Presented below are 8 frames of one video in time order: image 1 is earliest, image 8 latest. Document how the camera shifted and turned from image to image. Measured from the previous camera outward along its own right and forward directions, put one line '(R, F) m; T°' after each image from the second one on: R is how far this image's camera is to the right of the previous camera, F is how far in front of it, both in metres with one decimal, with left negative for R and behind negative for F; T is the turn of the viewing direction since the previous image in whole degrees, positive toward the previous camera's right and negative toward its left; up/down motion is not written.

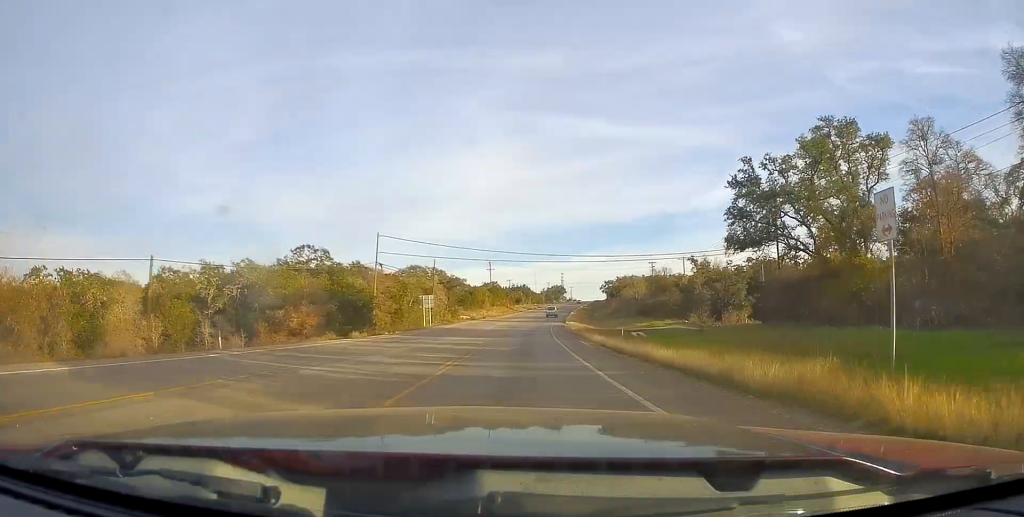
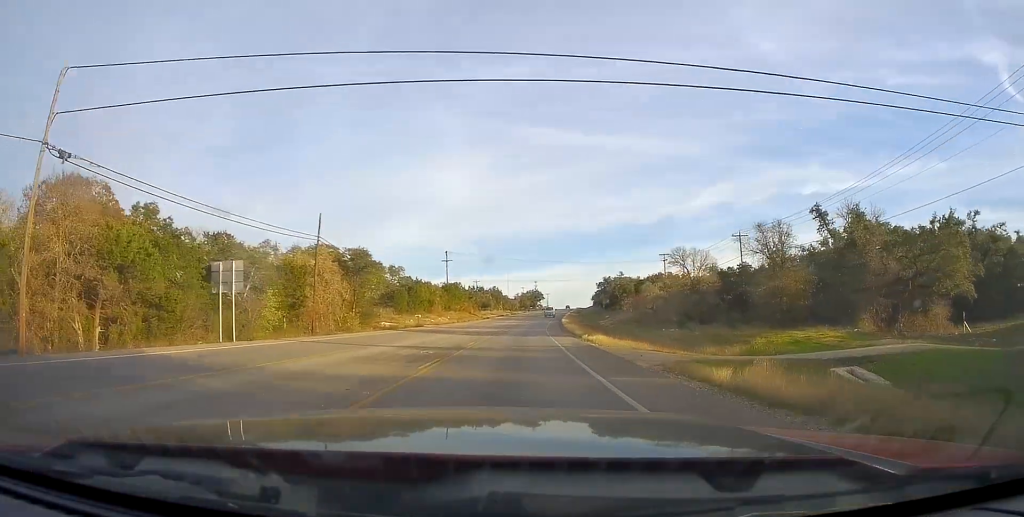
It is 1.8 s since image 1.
(+1.9, +47.4) m; +3°
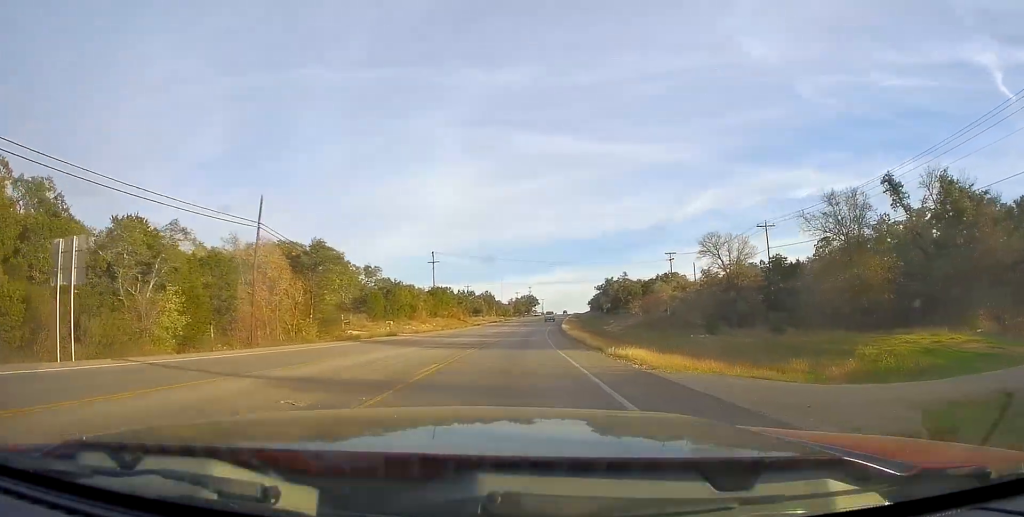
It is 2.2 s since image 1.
(-0.2, +11.5) m; 0°
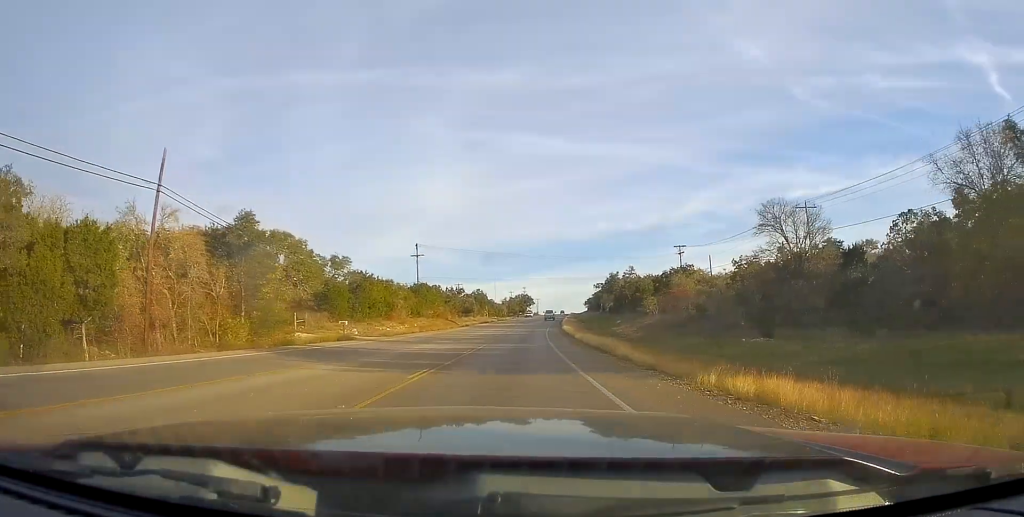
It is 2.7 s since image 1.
(+0.2, +12.5) m; +1°
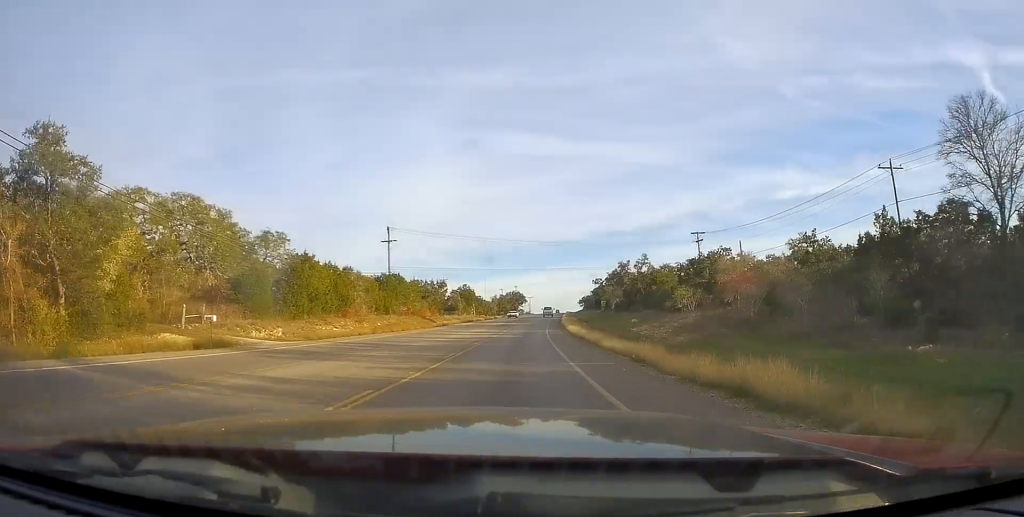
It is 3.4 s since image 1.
(+0.2, +17.3) m; +1°
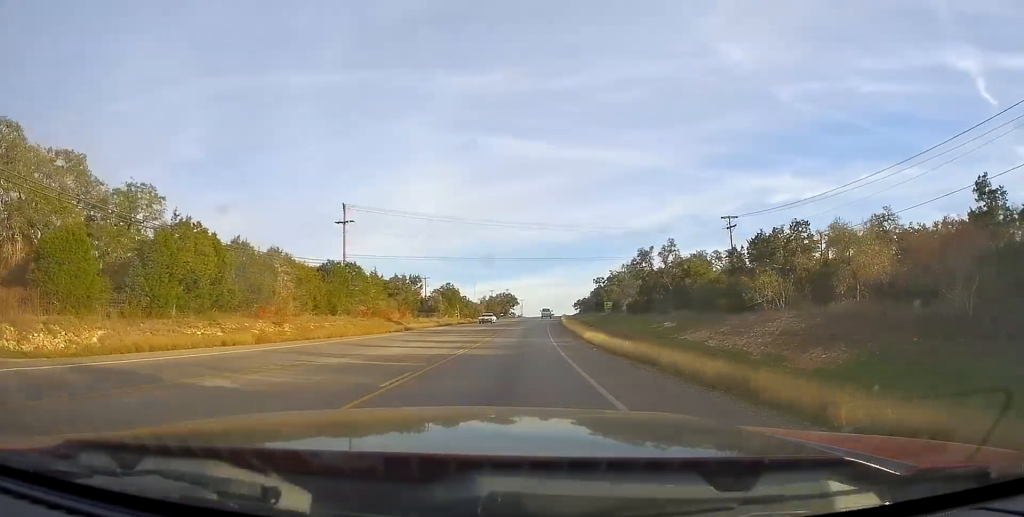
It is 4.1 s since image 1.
(0.0, +19.5) m; +1°
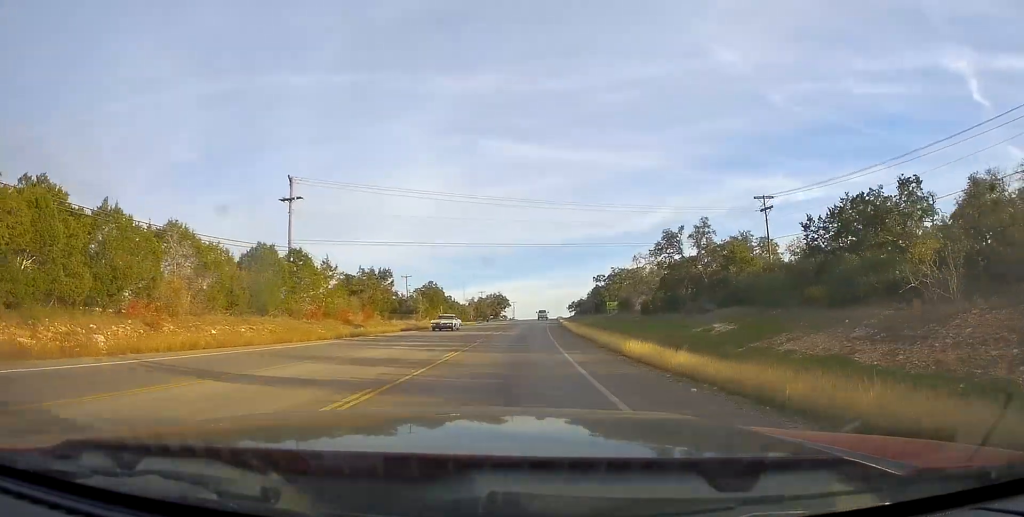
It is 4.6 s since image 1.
(+0.1, +15.0) m; +1°
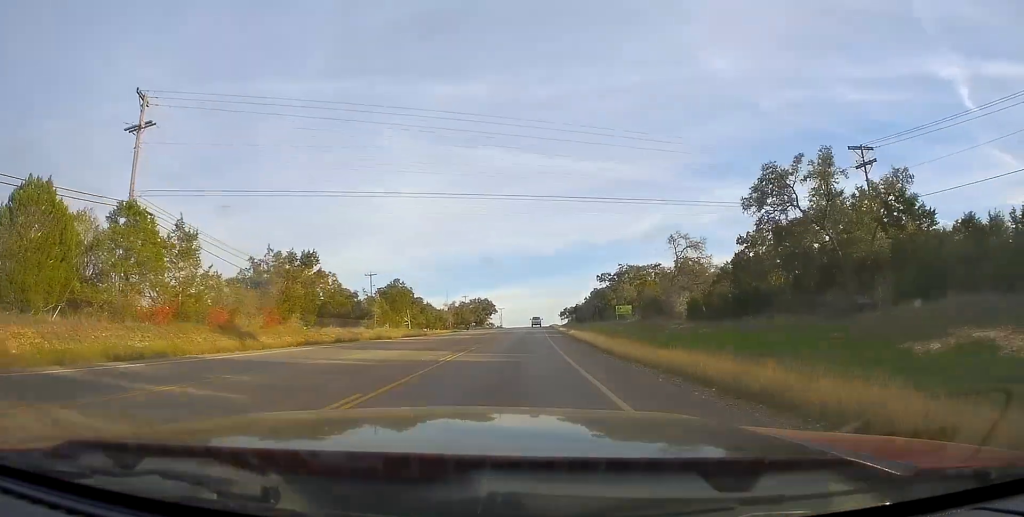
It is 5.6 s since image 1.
(+0.3, +23.7) m; +1°
